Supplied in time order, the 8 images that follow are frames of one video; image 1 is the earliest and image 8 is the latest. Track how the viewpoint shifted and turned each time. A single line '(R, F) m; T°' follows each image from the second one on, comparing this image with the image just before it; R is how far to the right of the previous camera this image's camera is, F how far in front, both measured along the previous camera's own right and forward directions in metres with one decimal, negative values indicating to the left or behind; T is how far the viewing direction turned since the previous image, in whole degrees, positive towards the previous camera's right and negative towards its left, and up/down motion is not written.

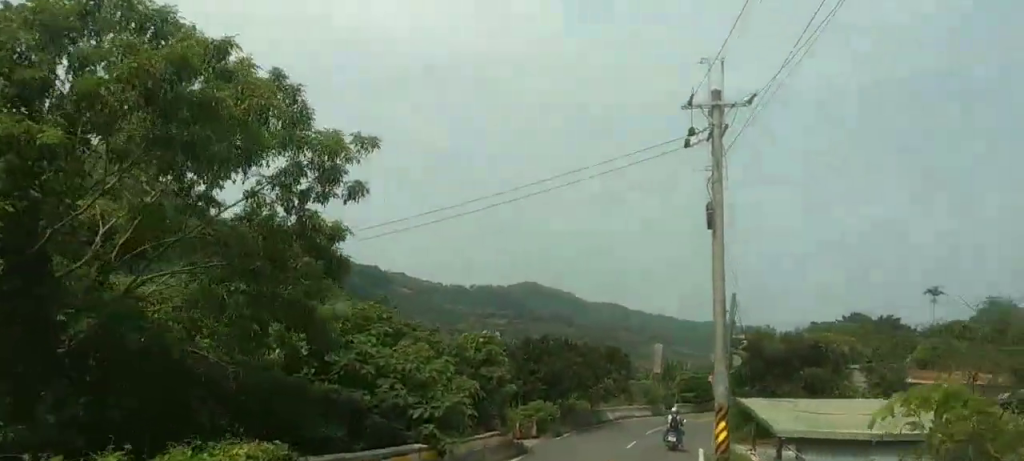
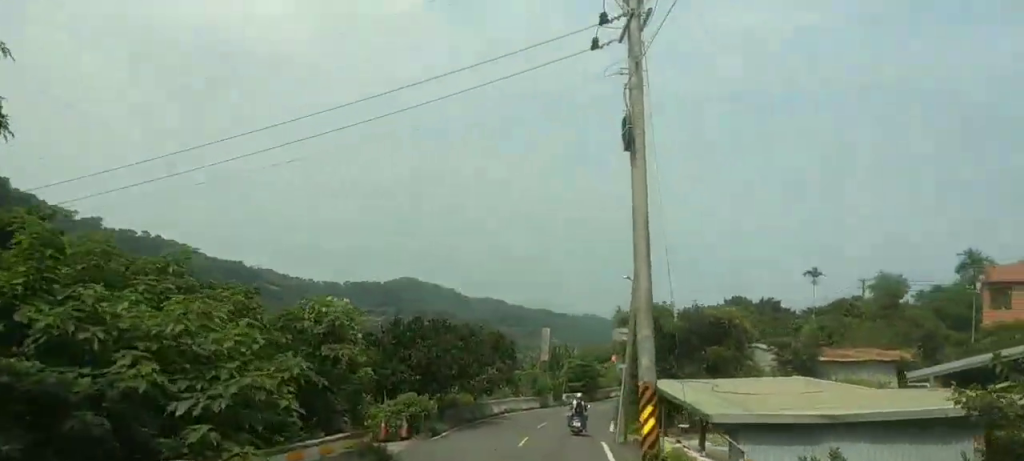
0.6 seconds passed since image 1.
(+0.7, +5.5) m; +4°
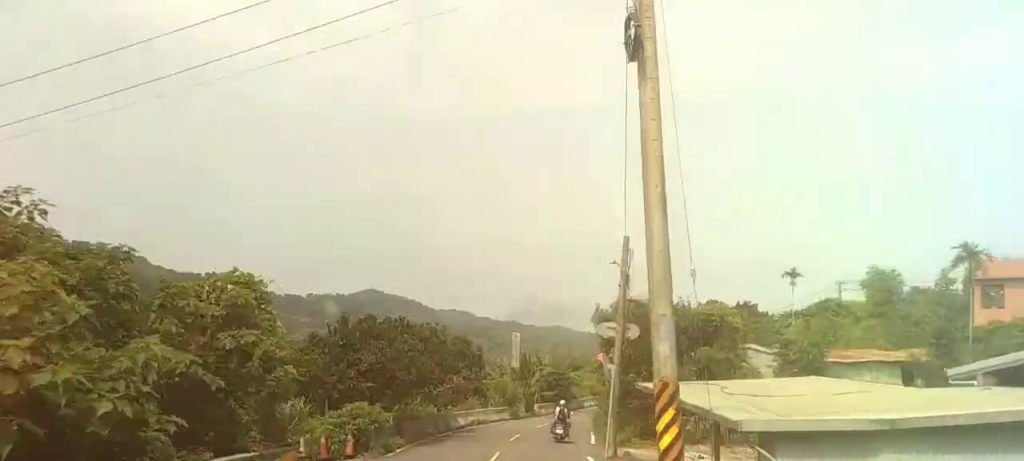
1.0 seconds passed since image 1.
(0.0, +4.2) m; +1°
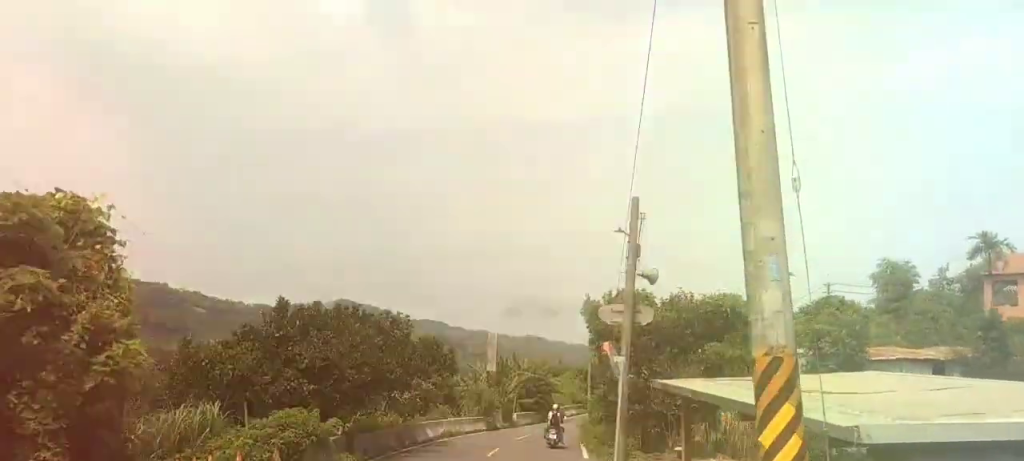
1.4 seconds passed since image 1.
(-0.2, +5.1) m; 0°
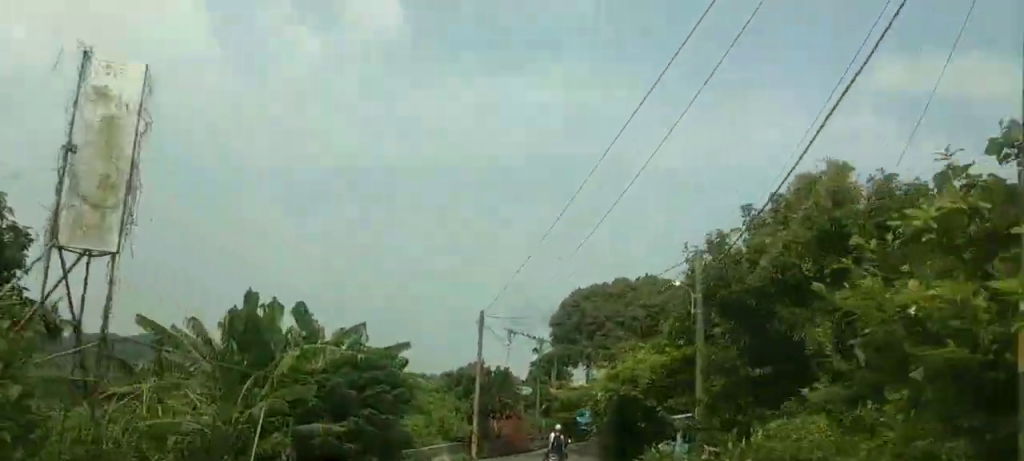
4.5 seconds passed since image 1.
(+2.7, +35.0) m; +10°
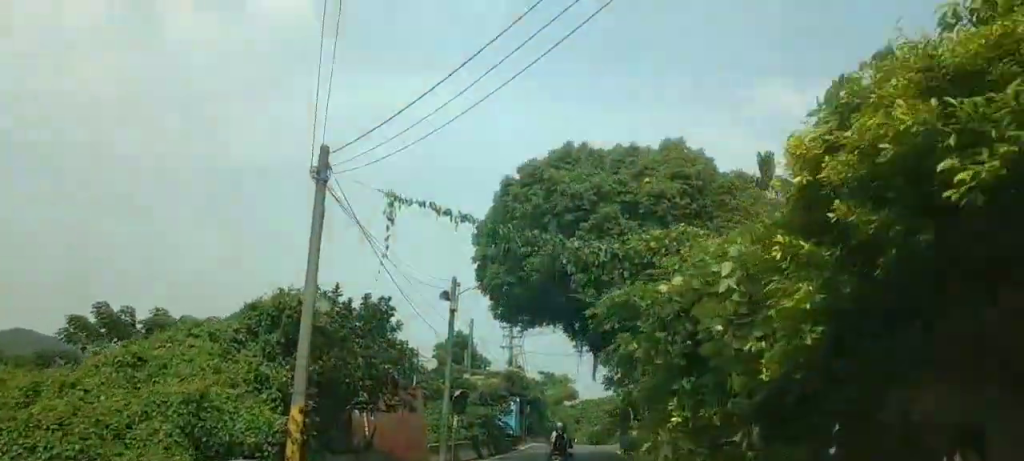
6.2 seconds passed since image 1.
(+0.7, +19.7) m; +4°
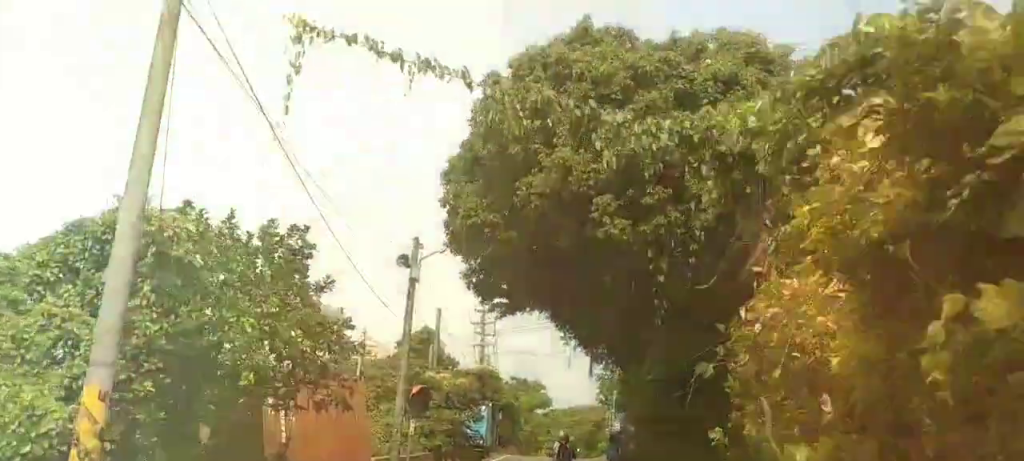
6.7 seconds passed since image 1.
(0.0, +6.1) m; +2°
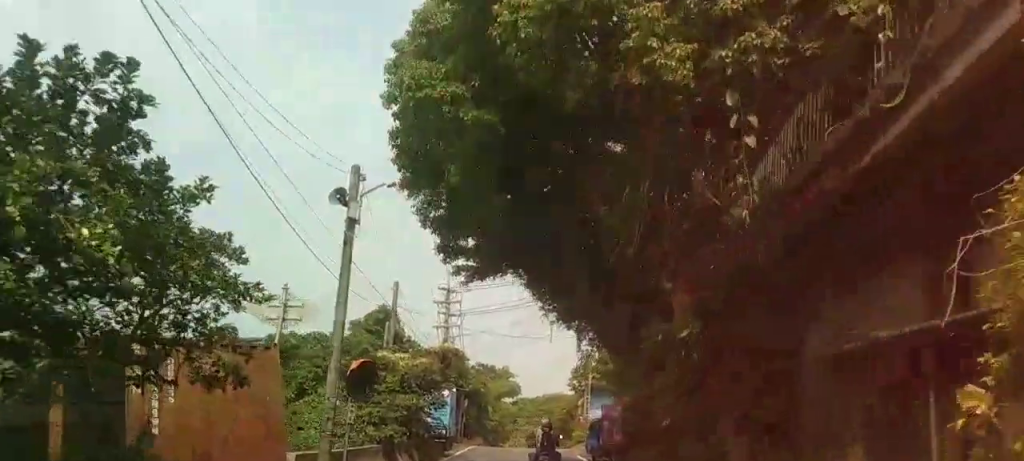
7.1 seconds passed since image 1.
(+0.1, +4.6) m; +5°
